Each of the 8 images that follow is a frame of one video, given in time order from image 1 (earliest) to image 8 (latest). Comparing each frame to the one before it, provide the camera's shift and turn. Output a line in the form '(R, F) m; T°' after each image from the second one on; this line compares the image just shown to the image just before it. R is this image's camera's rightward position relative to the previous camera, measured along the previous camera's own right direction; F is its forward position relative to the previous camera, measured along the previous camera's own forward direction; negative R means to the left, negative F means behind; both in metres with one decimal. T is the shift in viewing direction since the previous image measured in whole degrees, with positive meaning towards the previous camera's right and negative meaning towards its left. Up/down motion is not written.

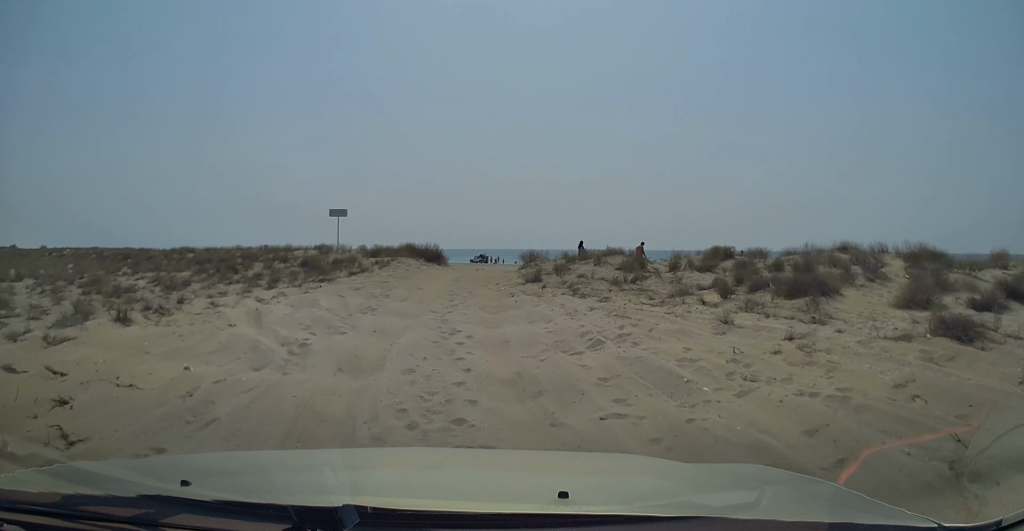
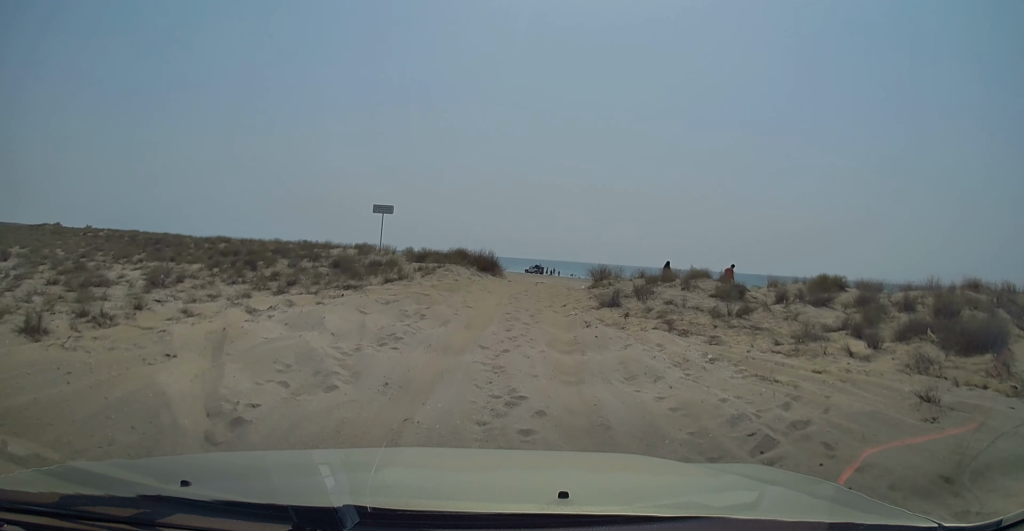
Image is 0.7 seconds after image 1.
(+0.2, +3.8) m; -1°
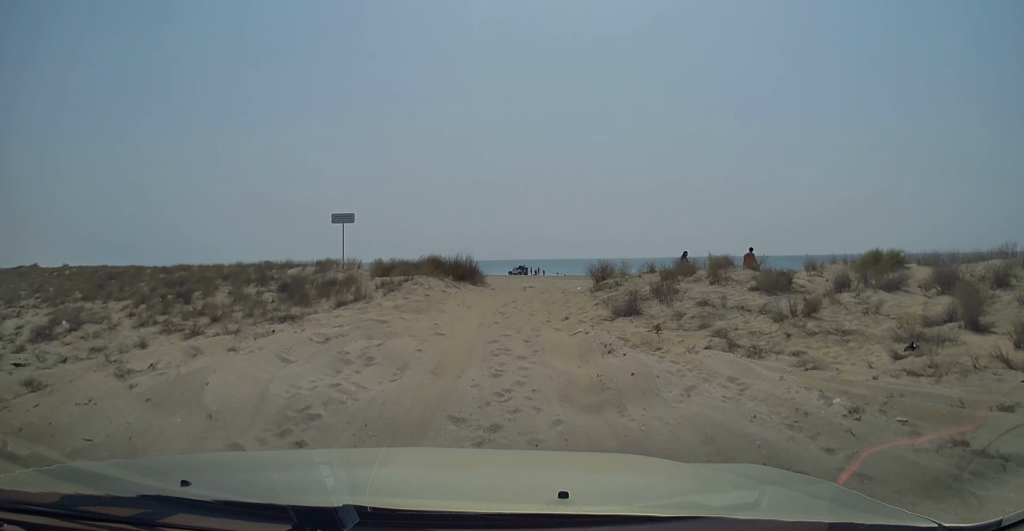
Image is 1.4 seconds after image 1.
(-0.3, +3.8) m; -3°
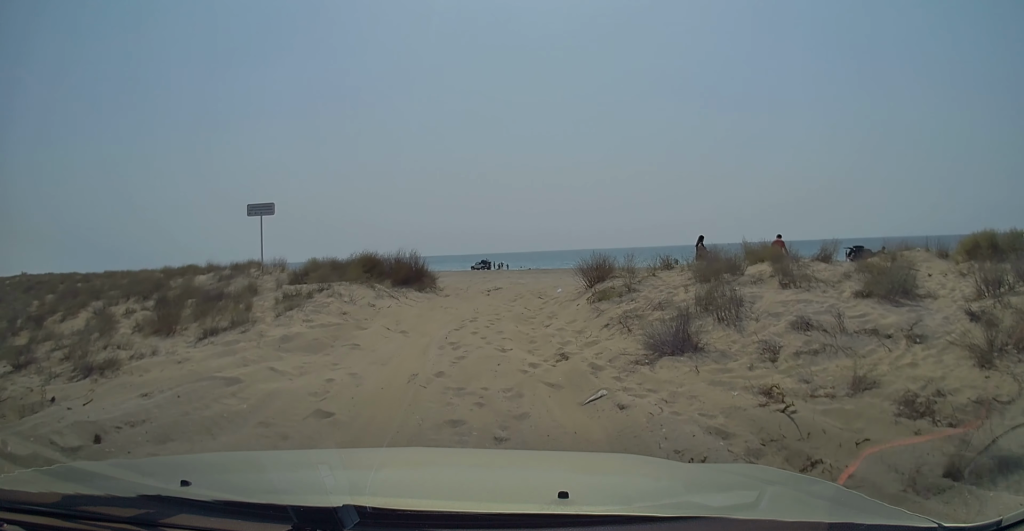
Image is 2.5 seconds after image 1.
(-0.1, +5.5) m; 0°
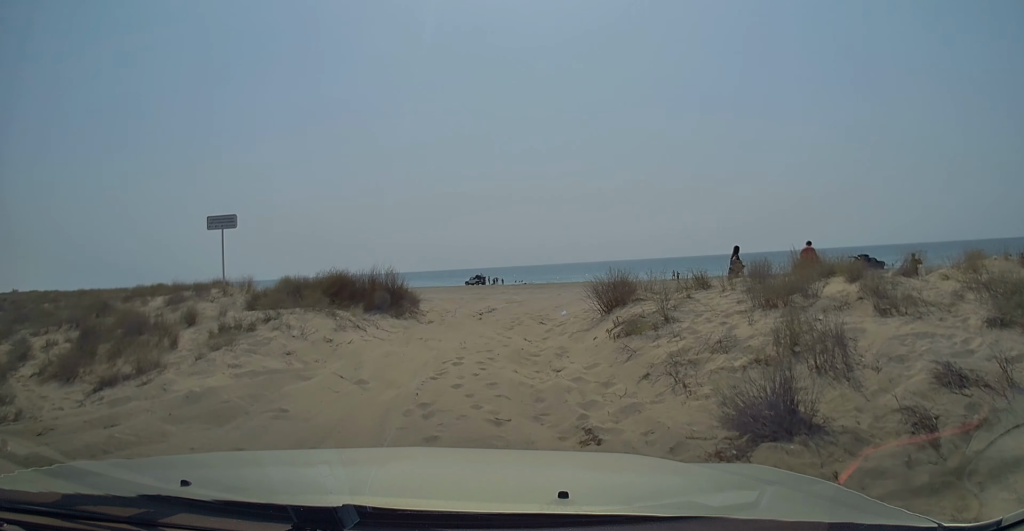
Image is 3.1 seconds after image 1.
(0.0, +2.7) m; +2°
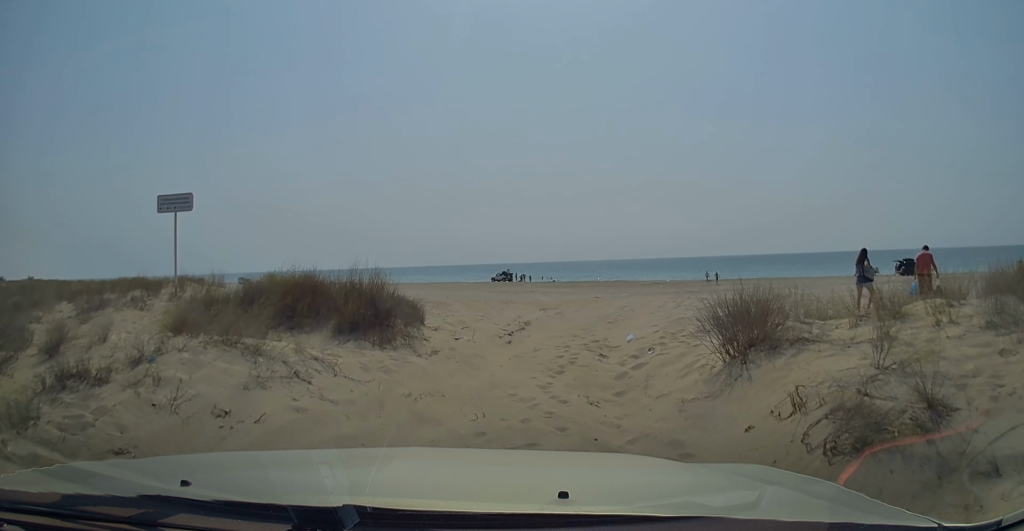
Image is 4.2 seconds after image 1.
(+0.2, +4.5) m; +5°
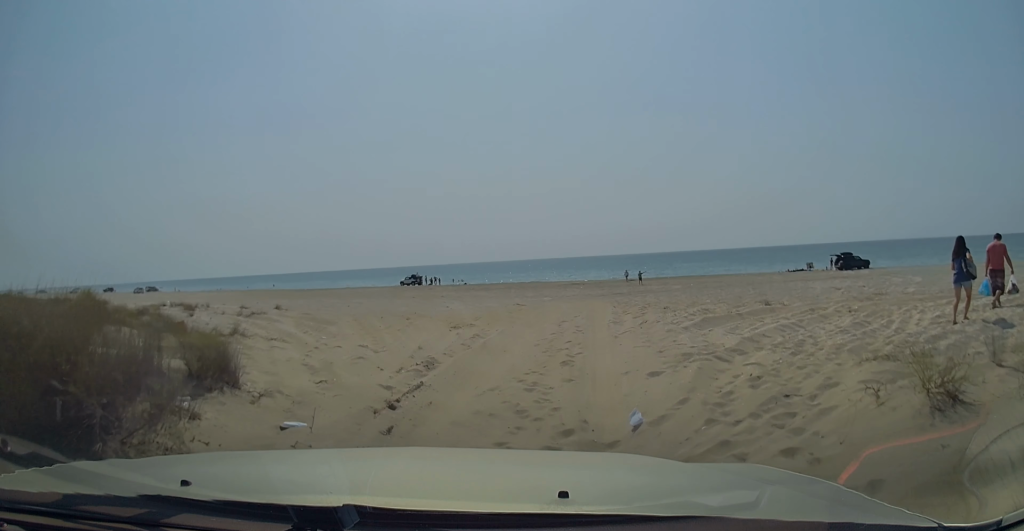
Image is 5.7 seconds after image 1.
(+0.3, +5.4) m; +5°
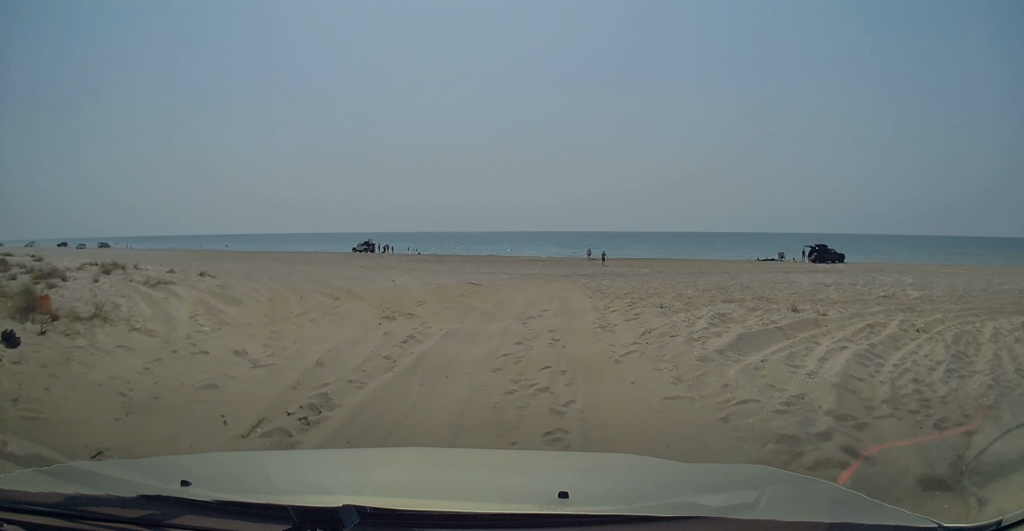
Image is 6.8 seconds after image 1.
(0.0, +4.1) m; +1°
